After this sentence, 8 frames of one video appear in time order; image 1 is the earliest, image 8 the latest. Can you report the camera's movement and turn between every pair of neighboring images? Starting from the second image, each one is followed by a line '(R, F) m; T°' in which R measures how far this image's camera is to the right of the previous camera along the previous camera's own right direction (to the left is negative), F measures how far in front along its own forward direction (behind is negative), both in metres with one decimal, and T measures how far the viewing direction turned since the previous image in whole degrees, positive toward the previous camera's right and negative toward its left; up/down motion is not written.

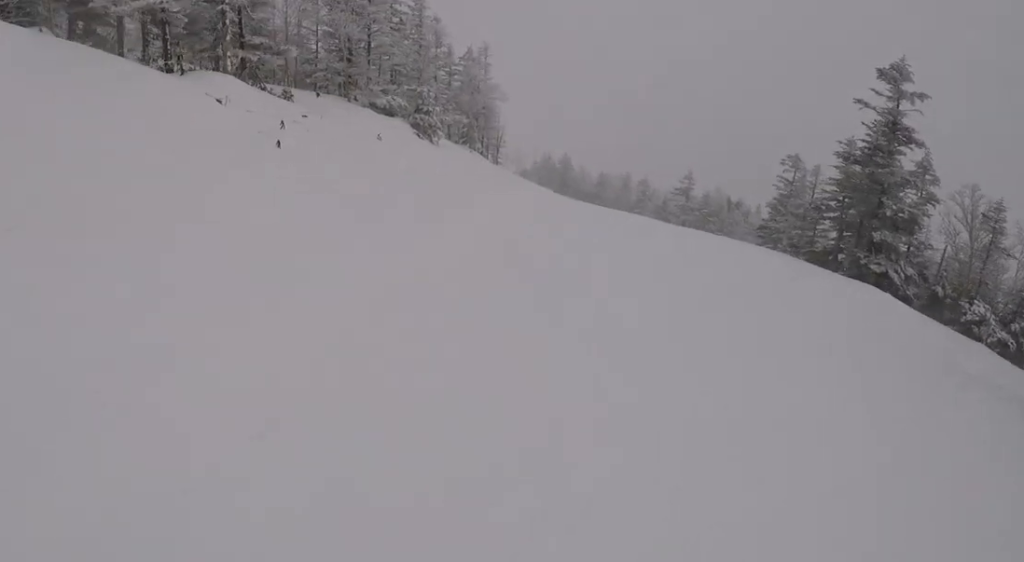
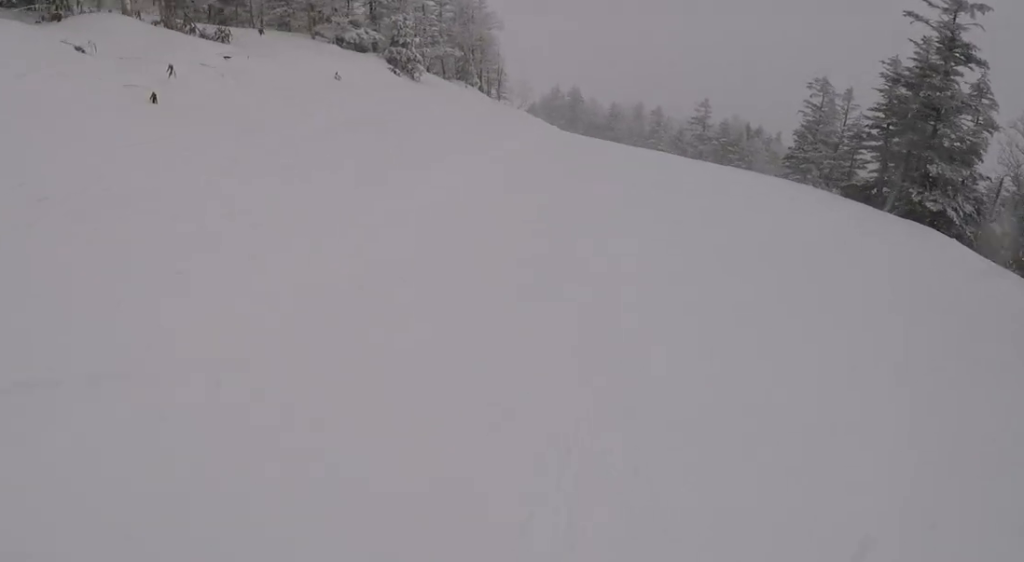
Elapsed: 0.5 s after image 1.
(0.0, +3.3) m; 0°
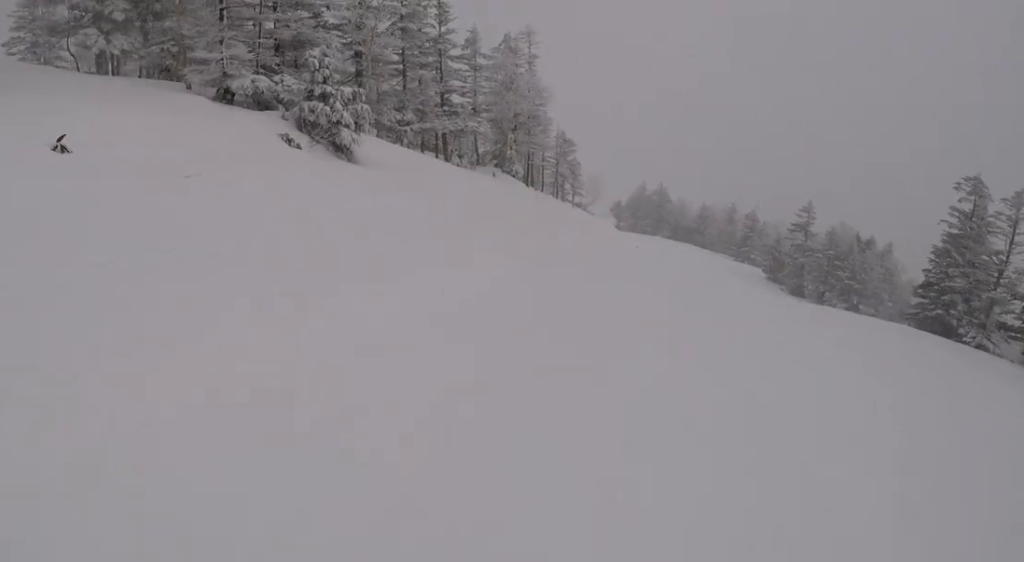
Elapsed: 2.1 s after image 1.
(-0.2, +10.4) m; -3°
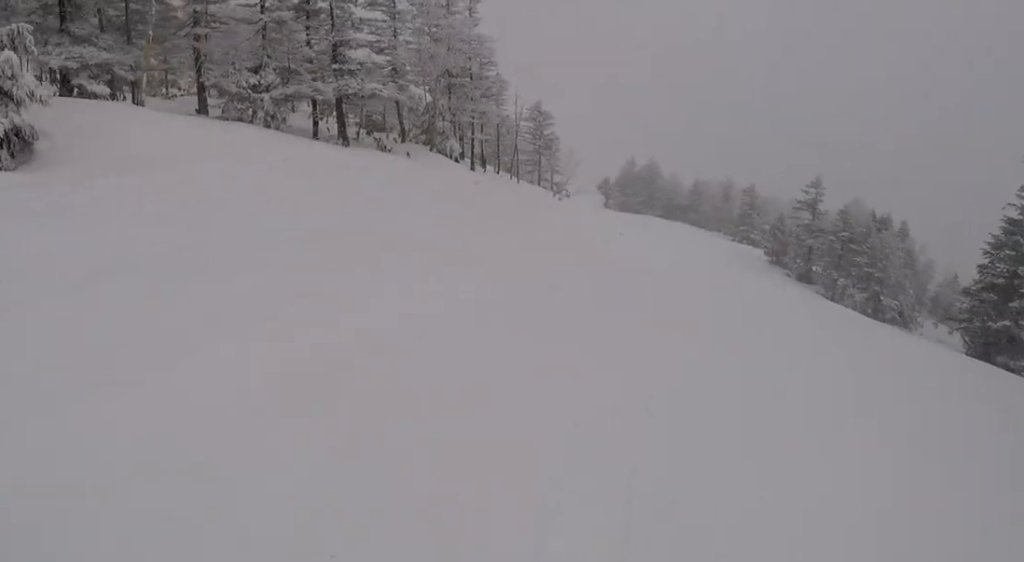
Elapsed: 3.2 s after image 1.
(+0.3, +8.6) m; +9°
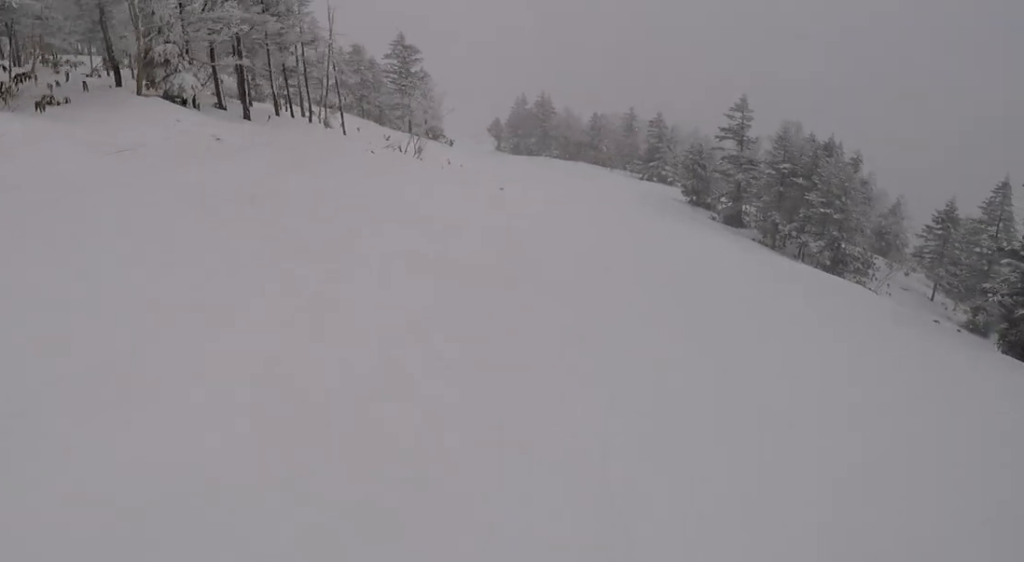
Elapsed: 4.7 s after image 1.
(-0.3, +11.8) m; -4°
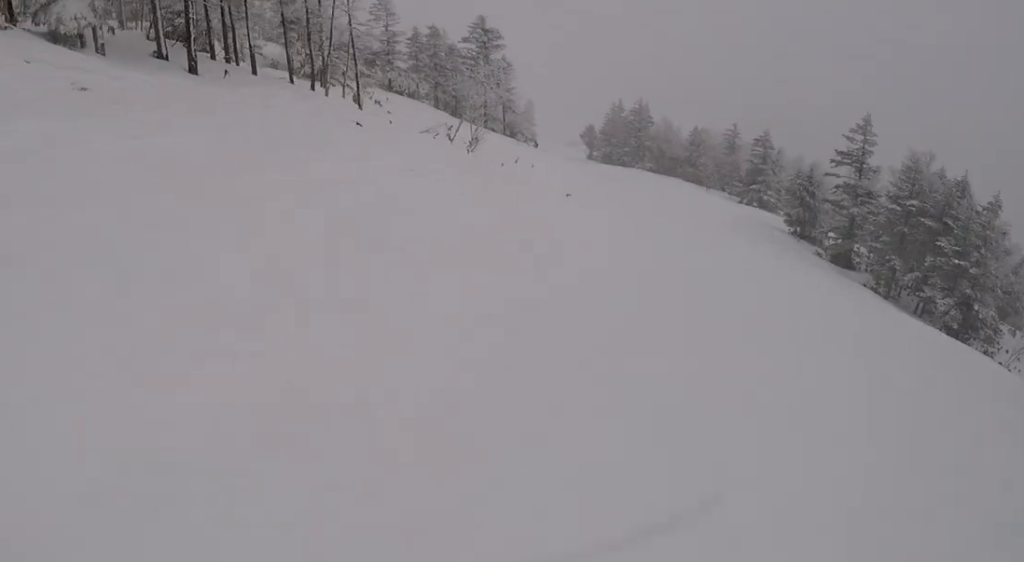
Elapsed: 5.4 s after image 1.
(+0.2, +6.0) m; -1°
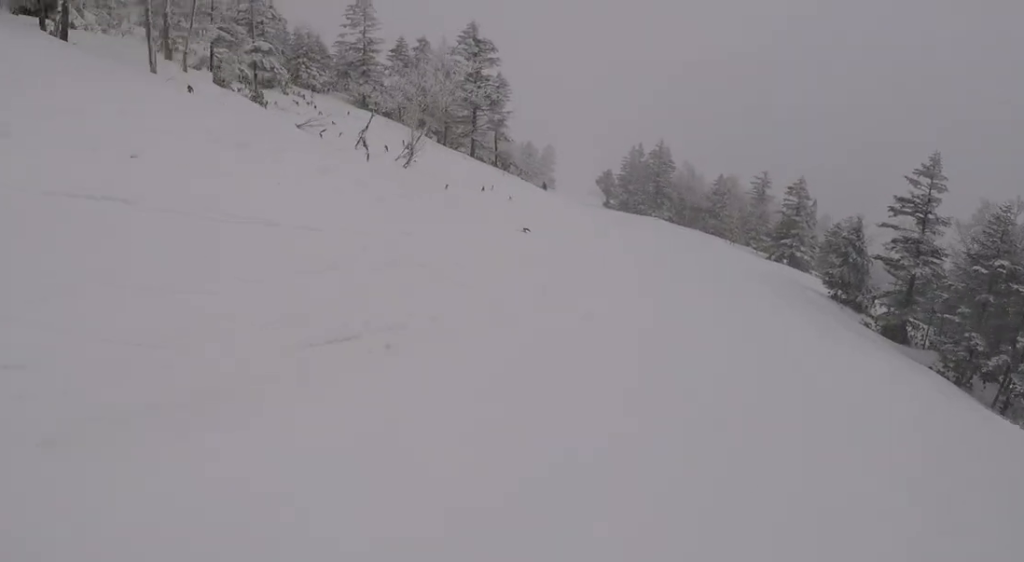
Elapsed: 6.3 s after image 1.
(+0.2, +8.4) m; -2°
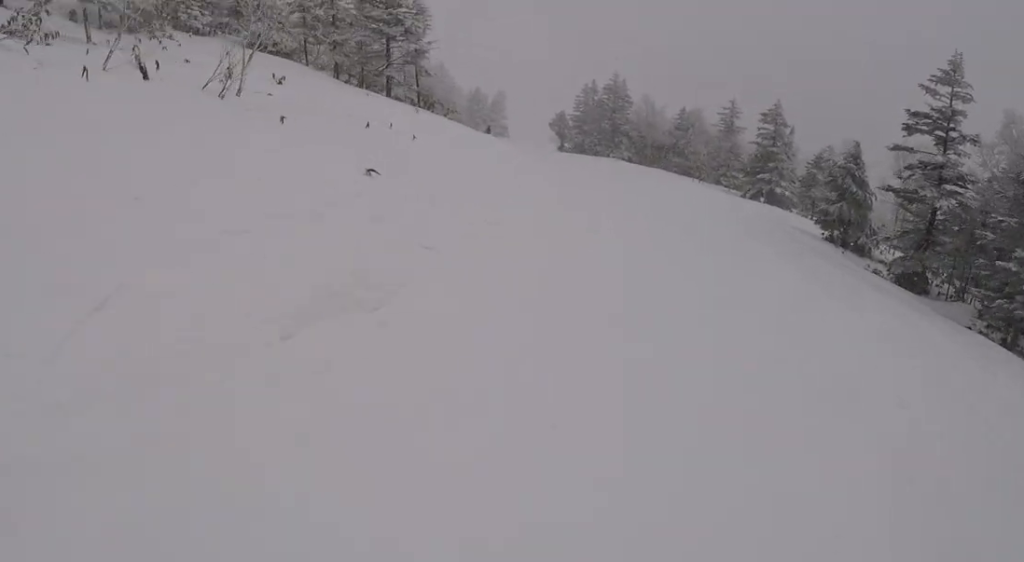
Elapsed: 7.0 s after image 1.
(-0.6, +6.3) m; -2°
